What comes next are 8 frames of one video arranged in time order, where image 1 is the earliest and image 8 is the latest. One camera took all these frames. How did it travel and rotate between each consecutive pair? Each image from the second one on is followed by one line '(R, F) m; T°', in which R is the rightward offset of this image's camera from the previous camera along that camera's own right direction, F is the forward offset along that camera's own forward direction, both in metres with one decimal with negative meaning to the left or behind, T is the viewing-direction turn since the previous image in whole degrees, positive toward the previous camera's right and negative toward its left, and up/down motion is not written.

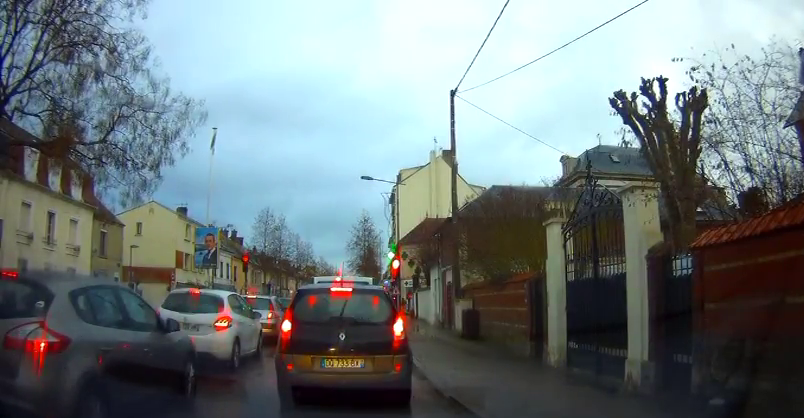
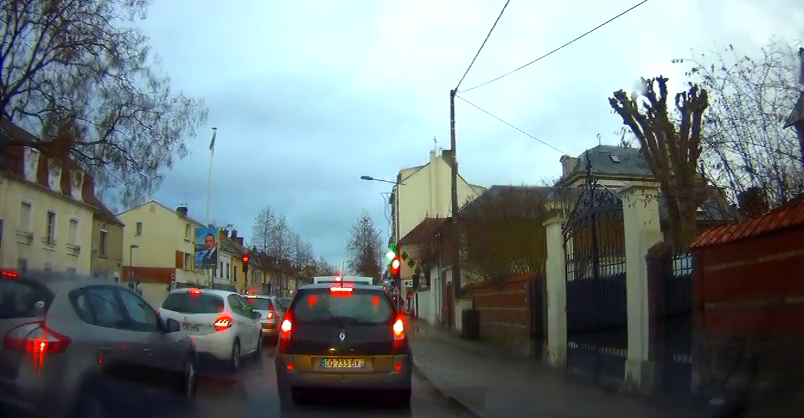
(0.0, 0.0) m; 0°
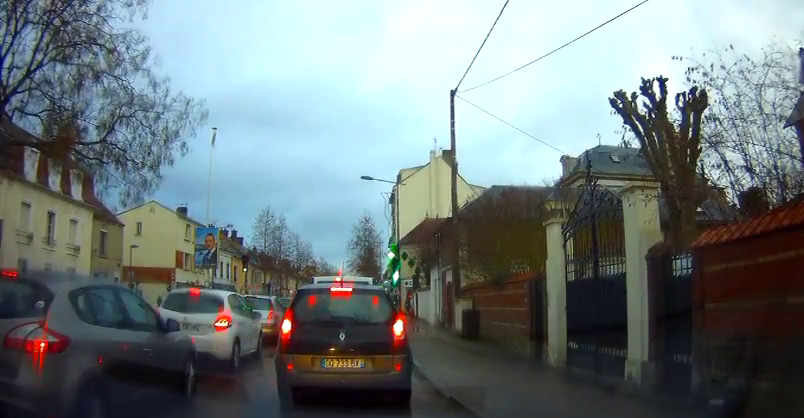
(0.0, +0.1) m; 0°
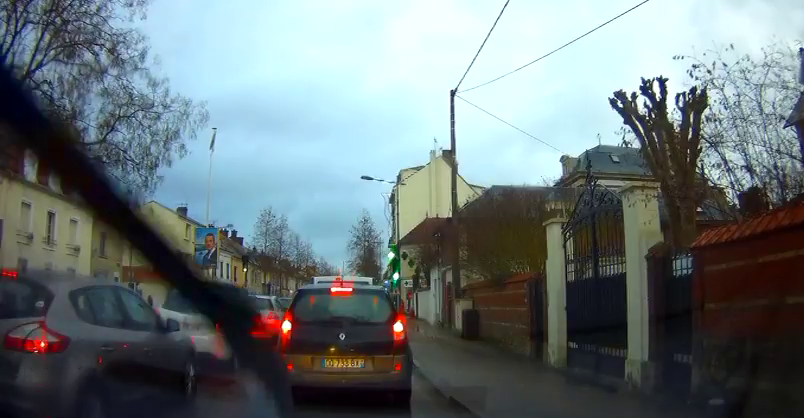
(0.0, +0.1) m; 0°
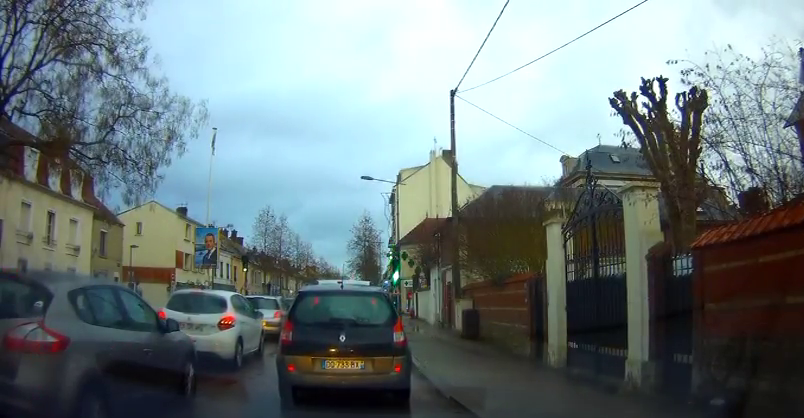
(0.0, +0.1) m; 0°
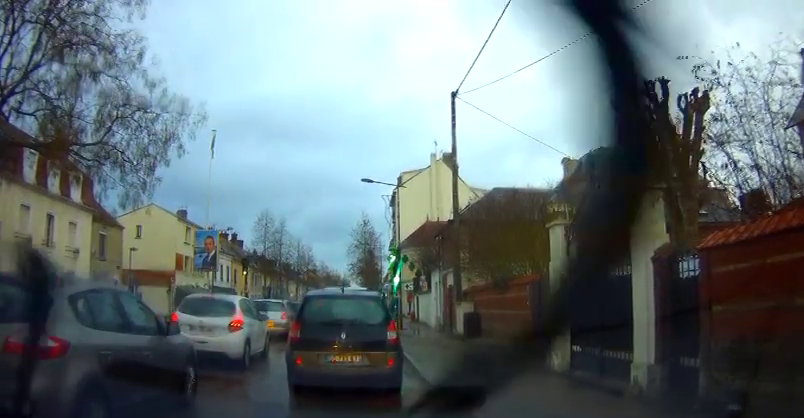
(-0.1, +0.2) m; 0°
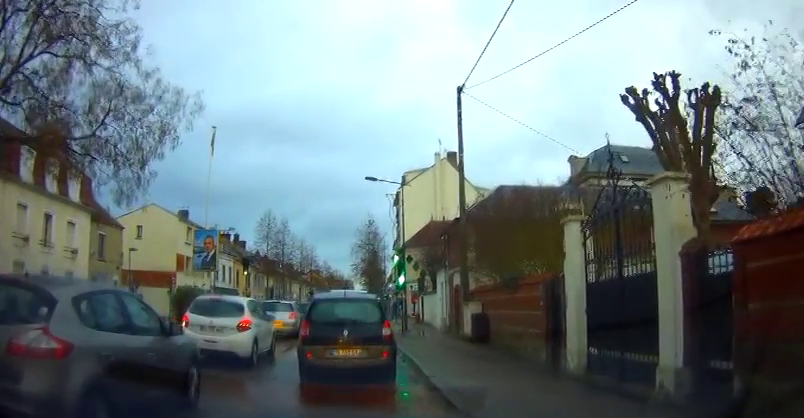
(-0.1, +0.4) m; -1°
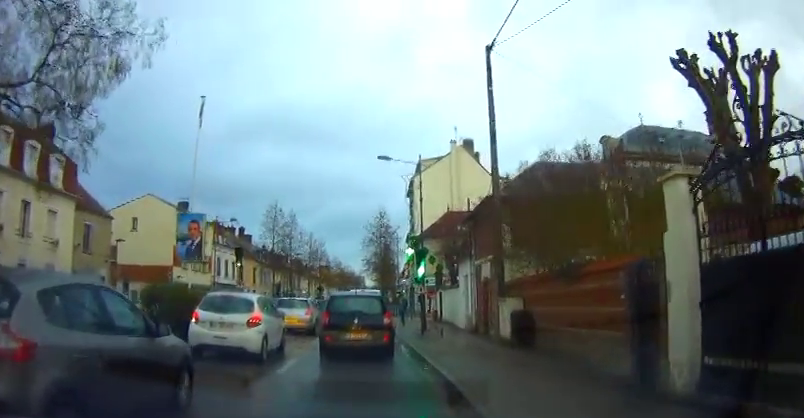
(-0.1, +2.5) m; -2°
